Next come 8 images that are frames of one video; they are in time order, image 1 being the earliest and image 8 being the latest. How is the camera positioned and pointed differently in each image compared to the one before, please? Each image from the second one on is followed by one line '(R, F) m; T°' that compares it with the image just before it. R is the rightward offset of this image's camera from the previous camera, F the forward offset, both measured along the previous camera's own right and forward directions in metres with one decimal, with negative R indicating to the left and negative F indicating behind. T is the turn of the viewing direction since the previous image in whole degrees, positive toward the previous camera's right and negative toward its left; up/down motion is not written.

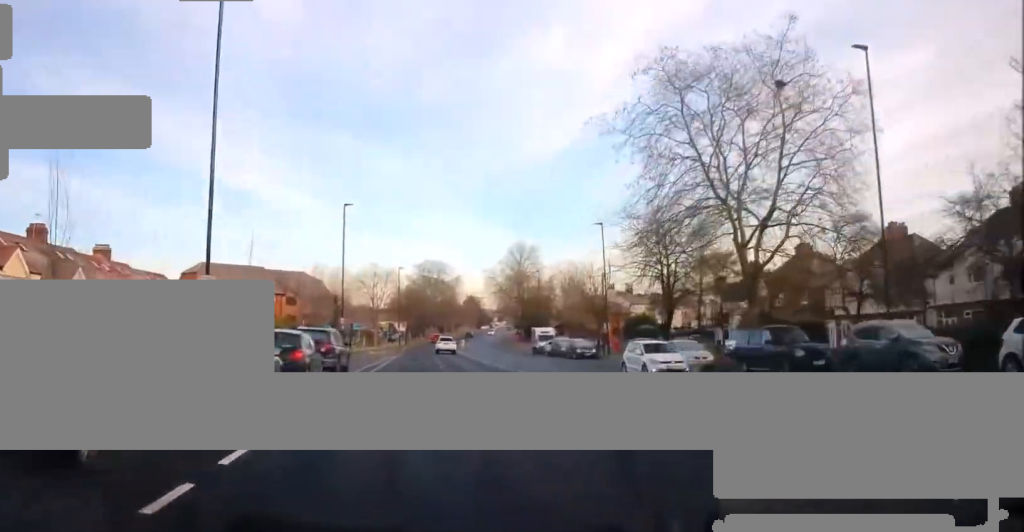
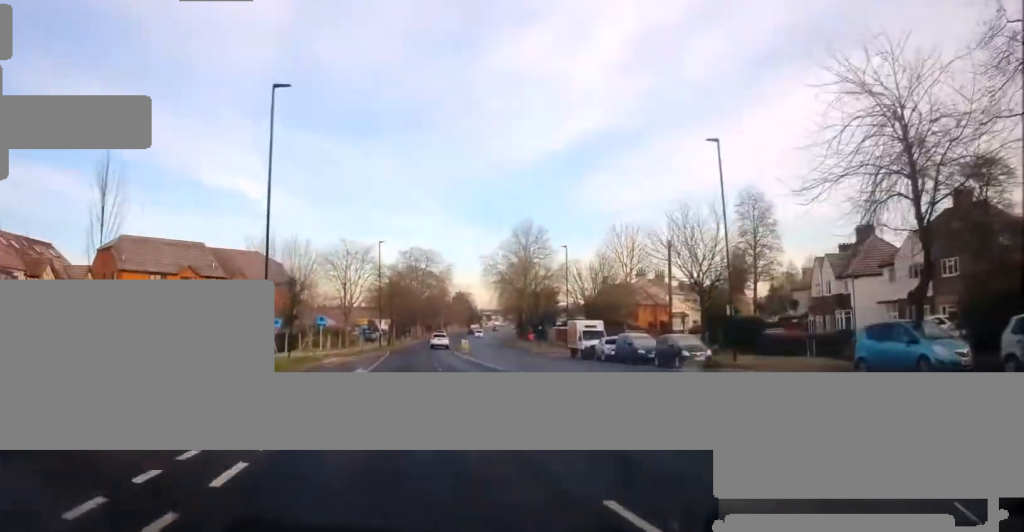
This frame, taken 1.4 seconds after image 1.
(+0.1, +22.2) m; 0°
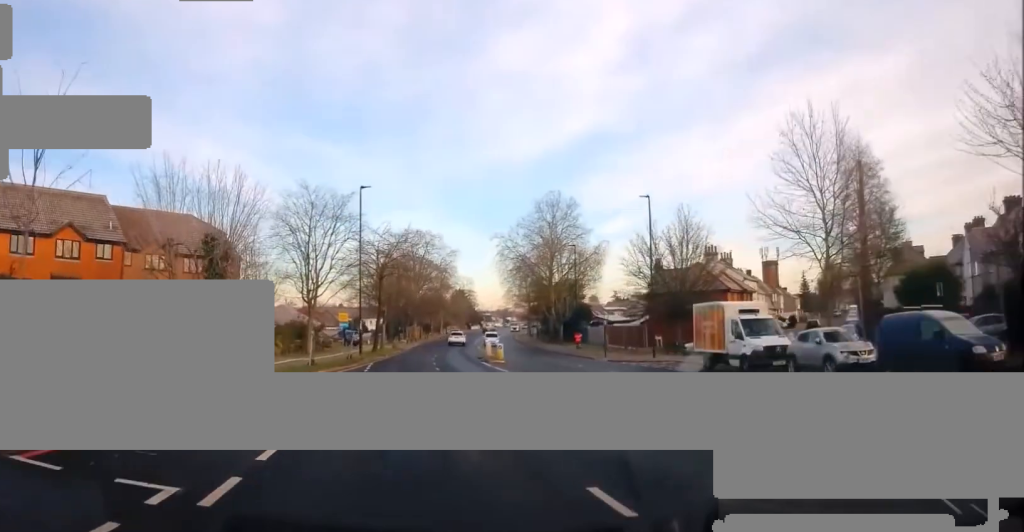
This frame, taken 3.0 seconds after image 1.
(+0.2, +25.2) m; +2°
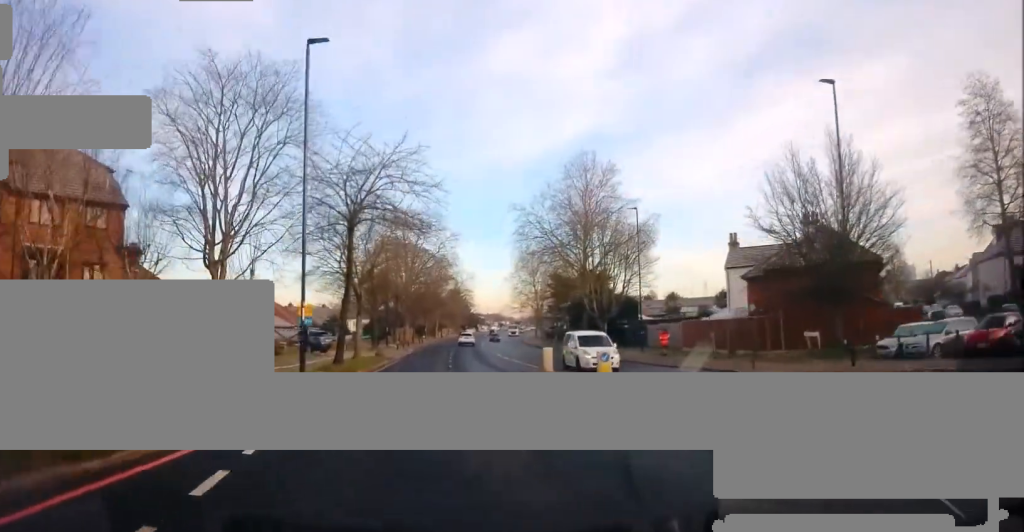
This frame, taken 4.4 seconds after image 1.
(+0.4, +22.3) m; +1°
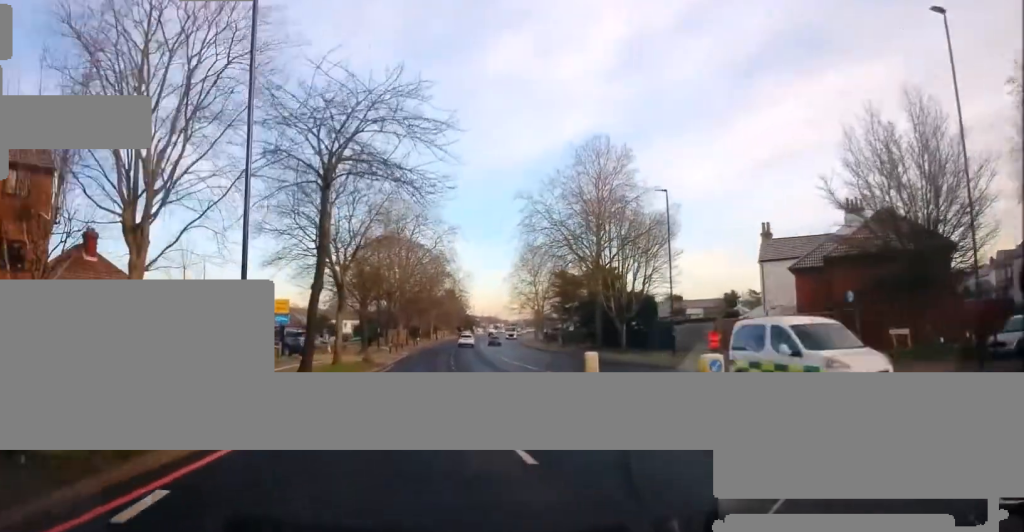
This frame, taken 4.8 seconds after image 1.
(-0.2, +7.2) m; +1°
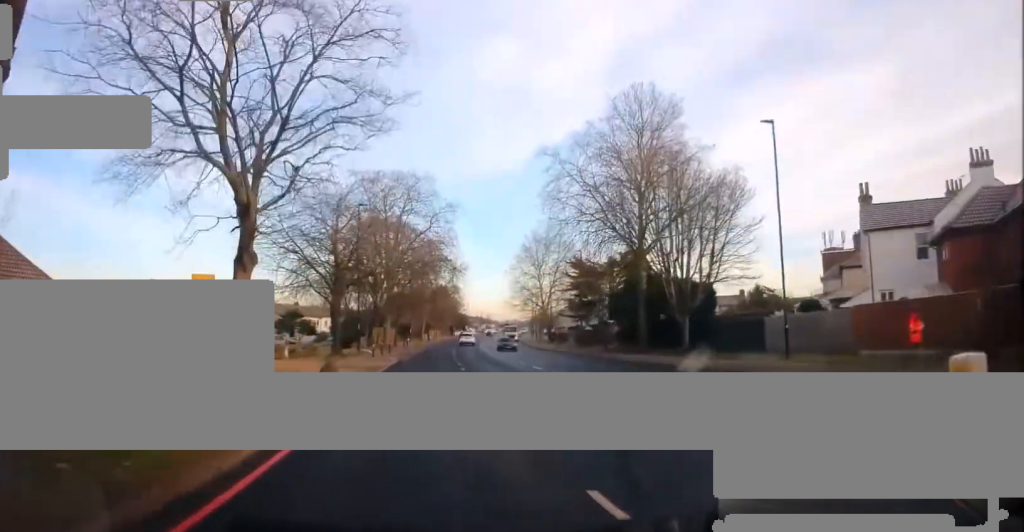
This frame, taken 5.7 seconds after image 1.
(+0.2, +15.0) m; +2°
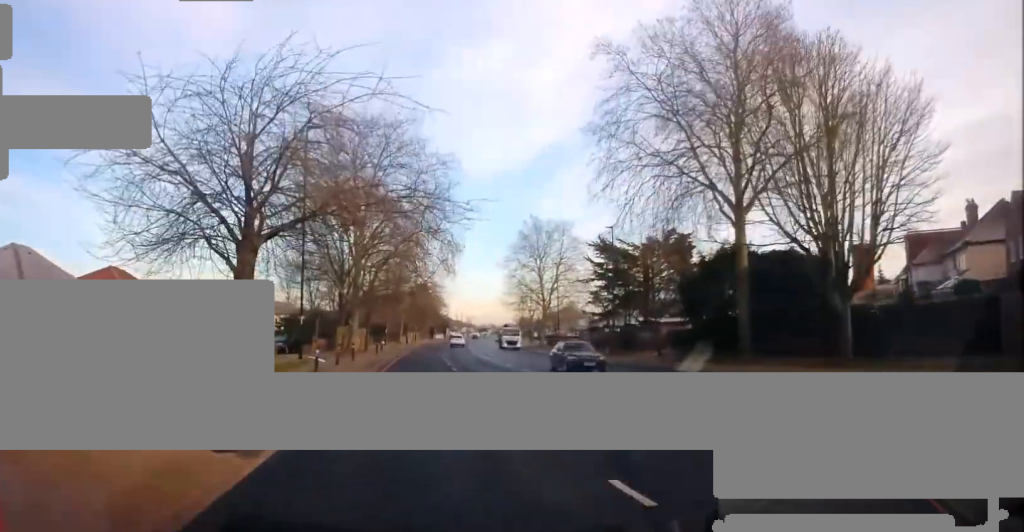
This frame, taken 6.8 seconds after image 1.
(+0.4, +18.4) m; +1°
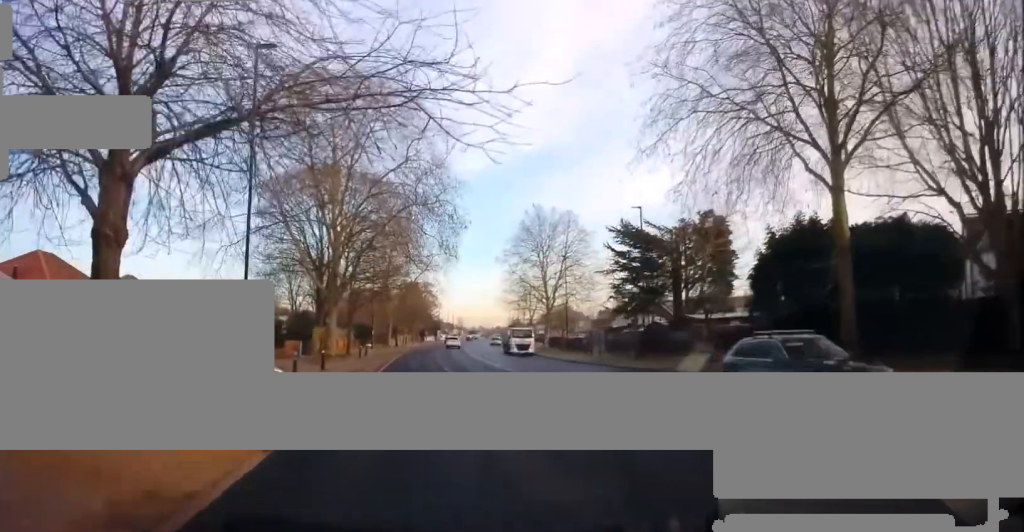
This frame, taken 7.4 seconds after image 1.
(-0.1, +9.2) m; 0°
